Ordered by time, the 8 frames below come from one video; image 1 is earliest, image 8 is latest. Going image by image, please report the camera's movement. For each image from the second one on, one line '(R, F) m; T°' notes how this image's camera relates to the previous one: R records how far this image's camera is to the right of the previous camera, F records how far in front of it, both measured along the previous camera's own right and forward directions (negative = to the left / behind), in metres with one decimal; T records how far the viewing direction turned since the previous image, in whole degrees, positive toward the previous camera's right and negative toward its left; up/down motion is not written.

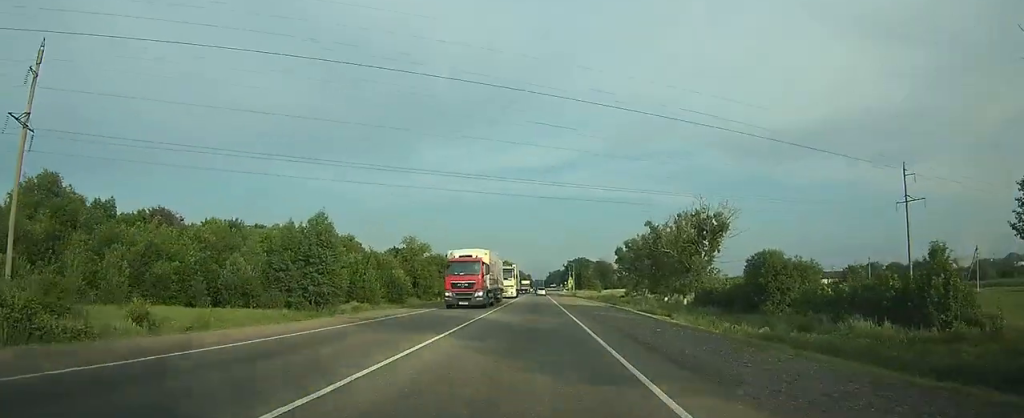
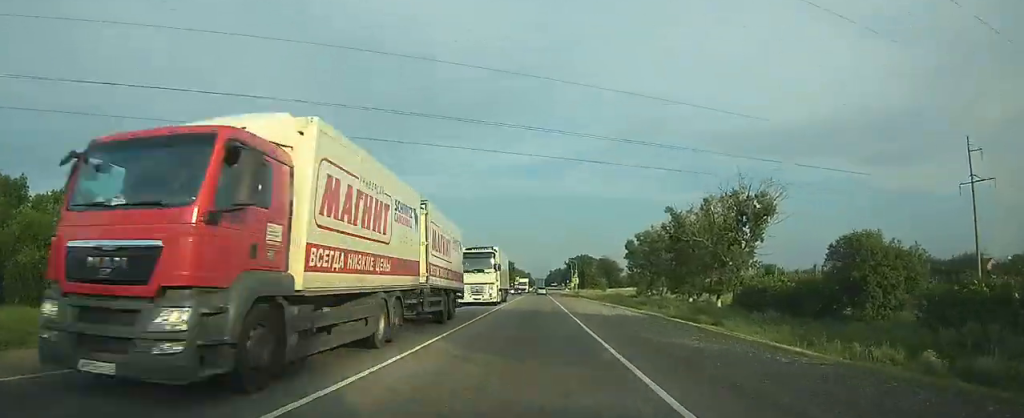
(0.0, +16.1) m; 0°
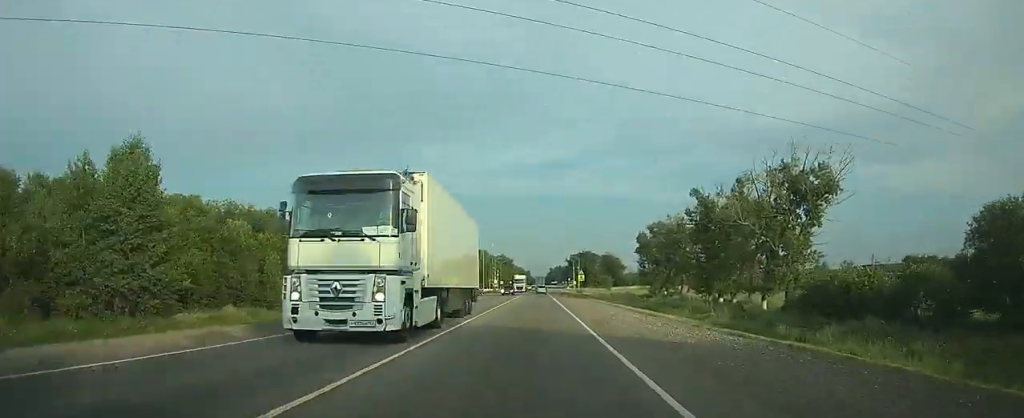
(0.0, +14.4) m; 0°
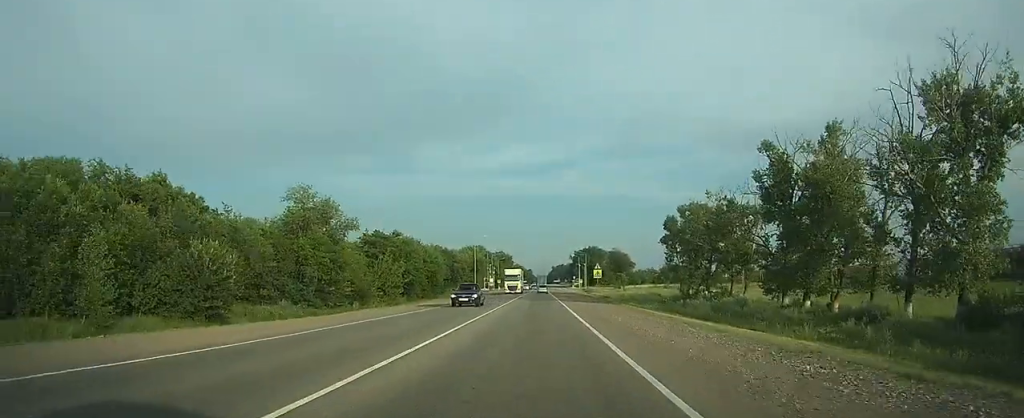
(0.0, +22.9) m; 0°
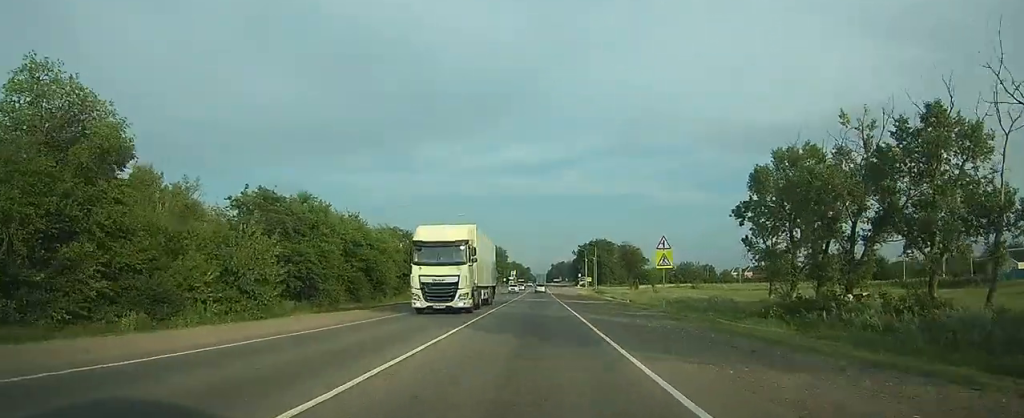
(-0.1, +36.5) m; 0°
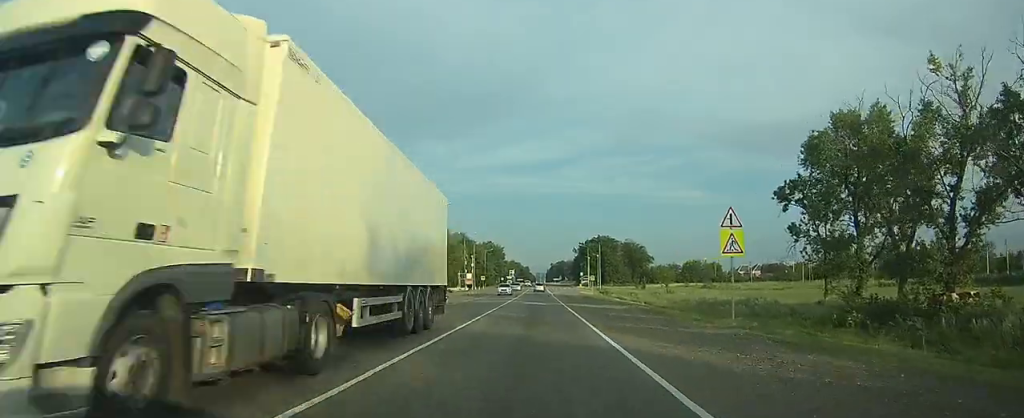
(0.0, +11.5) m; 0°
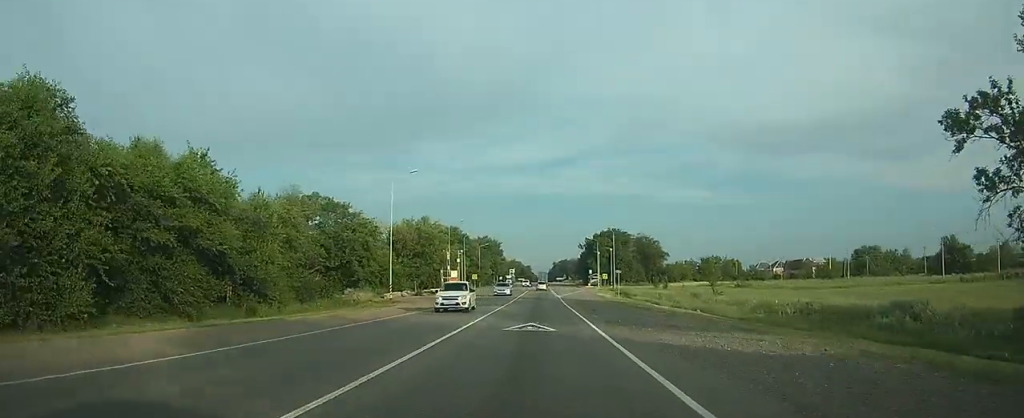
(0.0, +22.8) m; 0°
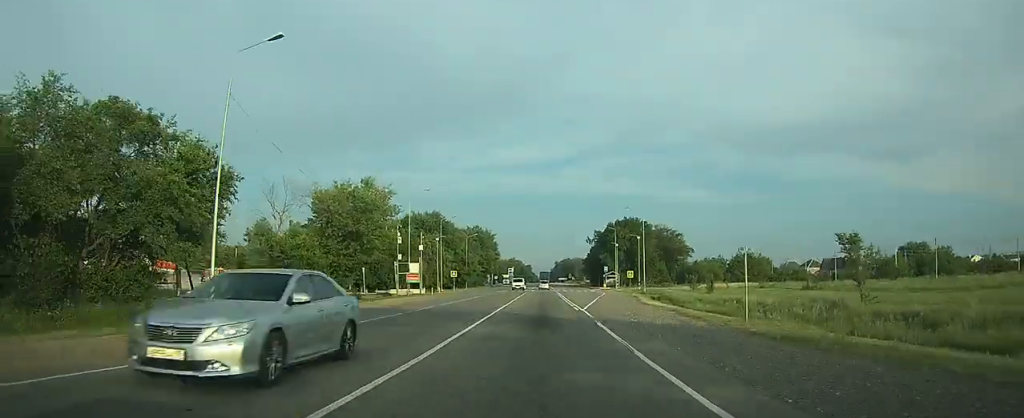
(0.0, +31.6) m; 0°
